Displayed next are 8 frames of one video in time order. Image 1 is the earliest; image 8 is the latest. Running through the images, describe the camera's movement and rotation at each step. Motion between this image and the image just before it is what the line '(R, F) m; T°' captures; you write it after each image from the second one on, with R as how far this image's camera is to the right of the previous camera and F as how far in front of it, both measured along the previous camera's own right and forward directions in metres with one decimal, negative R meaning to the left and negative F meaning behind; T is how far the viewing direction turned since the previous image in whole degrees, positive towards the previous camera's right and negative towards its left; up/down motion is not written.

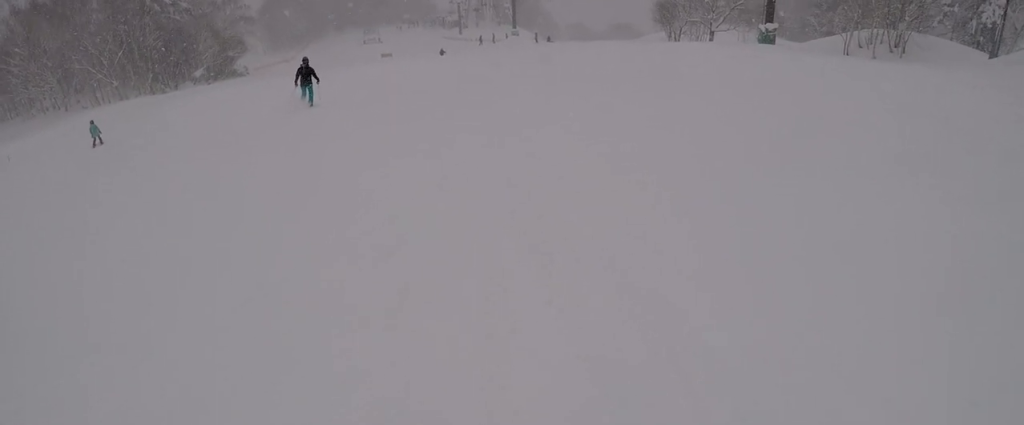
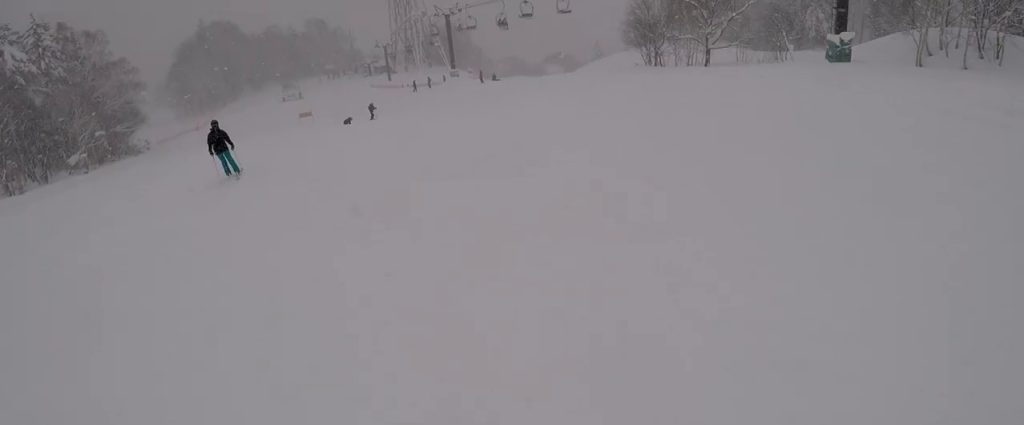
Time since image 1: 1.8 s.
(-0.1, +14.6) m; 0°
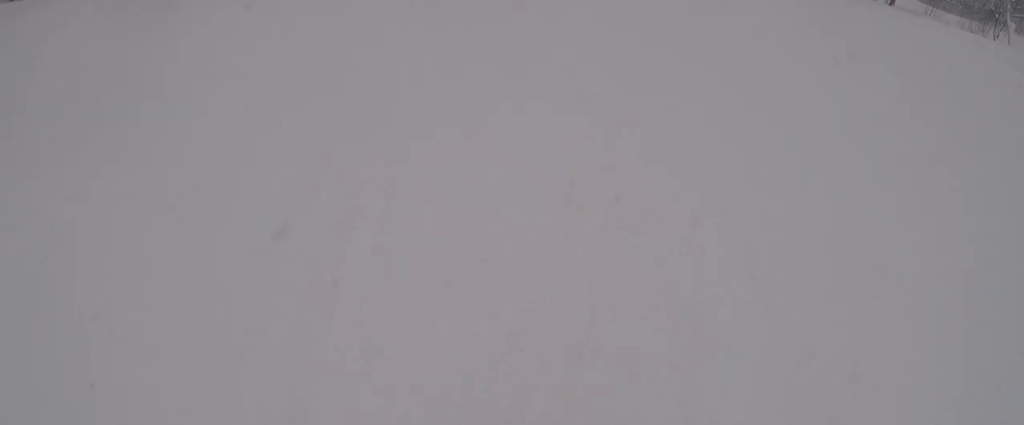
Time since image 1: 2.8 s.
(0.0, +8.5) m; -11°
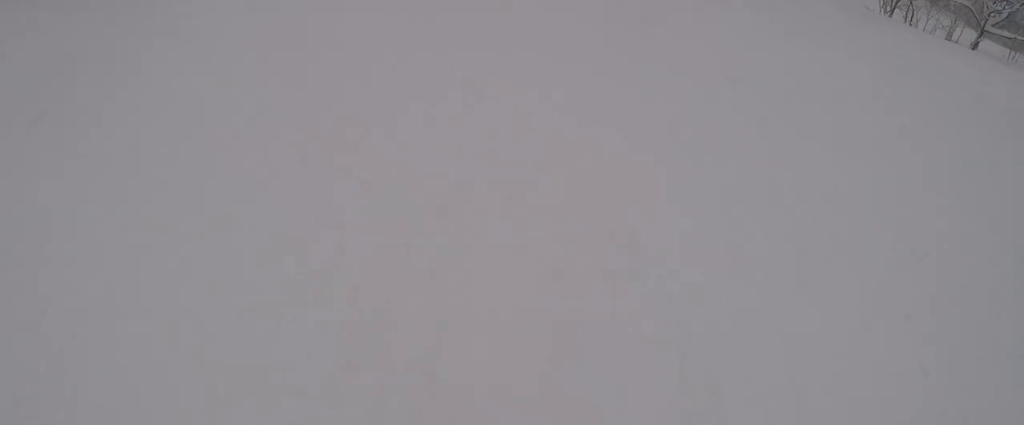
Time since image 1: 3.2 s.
(+0.5, +3.3) m; -9°
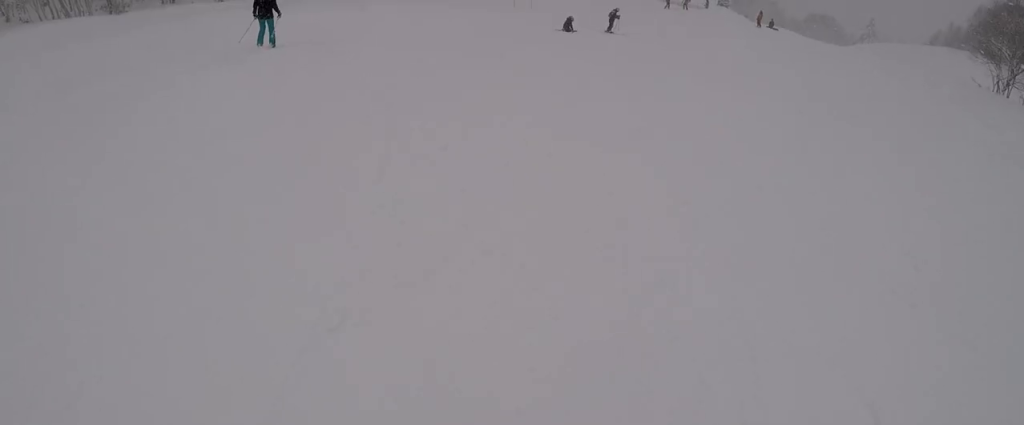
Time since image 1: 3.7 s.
(-1.0, +3.3) m; -6°
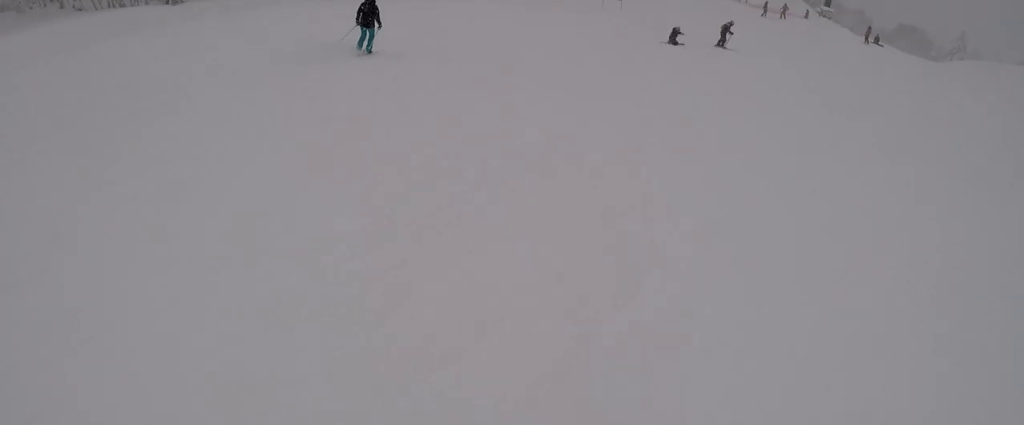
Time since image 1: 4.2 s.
(-1.0, +4.0) m; -6°
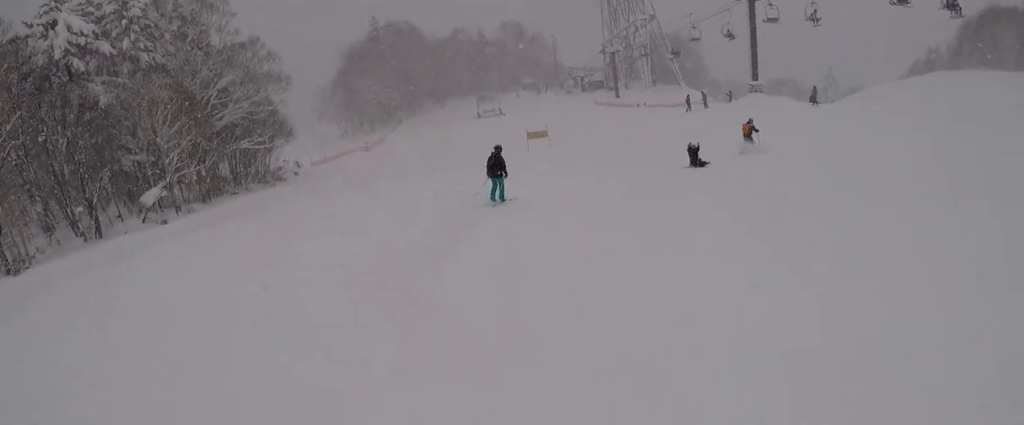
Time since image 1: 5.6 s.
(+1.6, +10.2) m; +16°
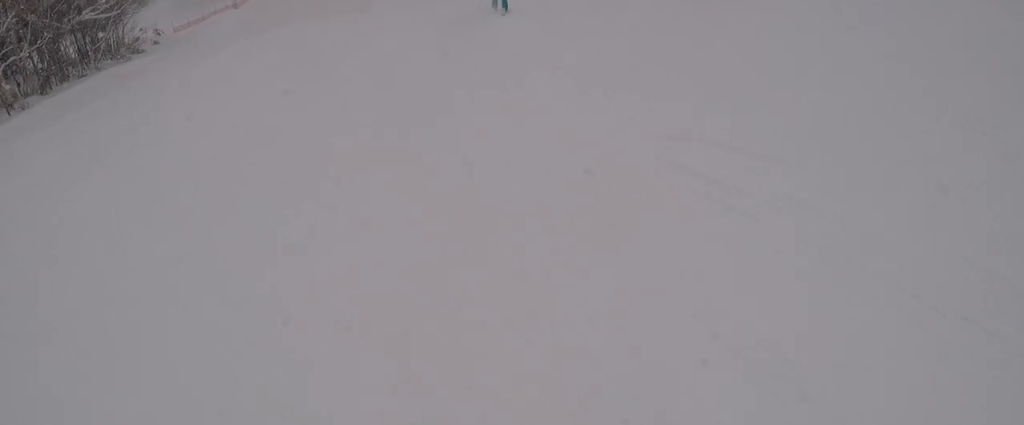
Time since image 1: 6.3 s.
(0.0, +5.2) m; +11°
